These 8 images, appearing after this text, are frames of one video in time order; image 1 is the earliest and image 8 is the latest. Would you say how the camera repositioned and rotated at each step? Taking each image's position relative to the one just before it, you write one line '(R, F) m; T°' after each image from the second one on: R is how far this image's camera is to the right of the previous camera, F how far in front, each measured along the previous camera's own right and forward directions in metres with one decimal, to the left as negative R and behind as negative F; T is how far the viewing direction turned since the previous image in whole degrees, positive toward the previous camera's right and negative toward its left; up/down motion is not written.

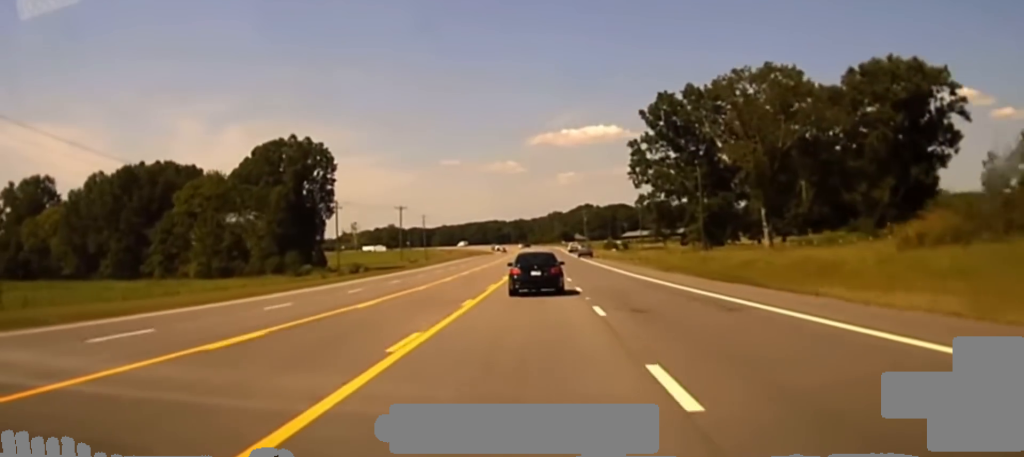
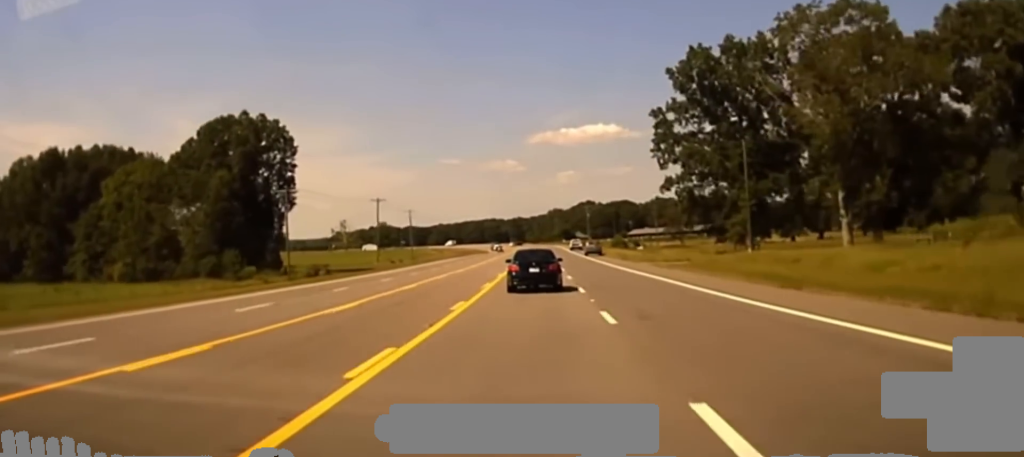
(0.0, +28.6) m; 0°
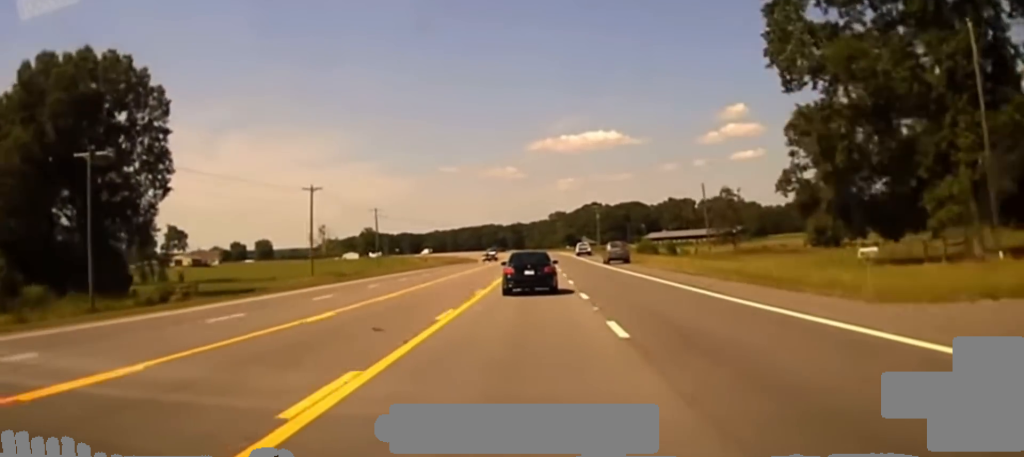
(0.0, +57.6) m; 0°
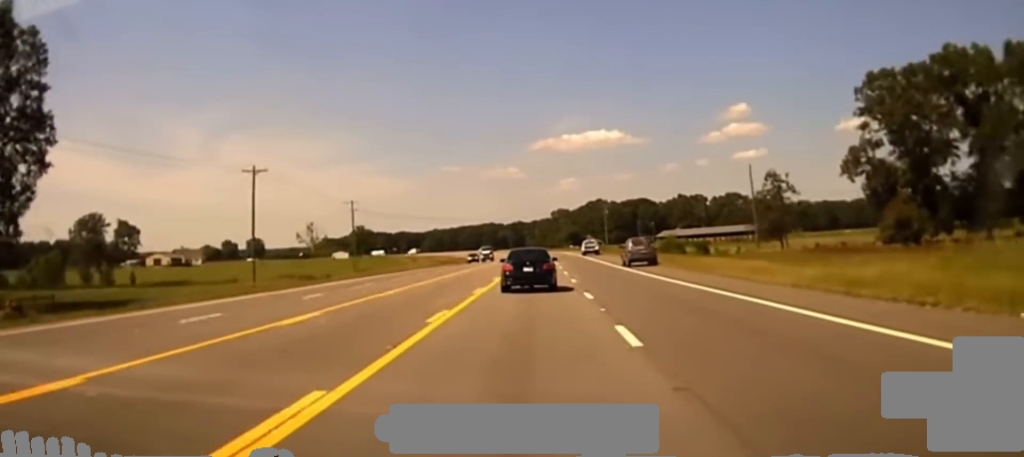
(+0.1, +27.7) m; 0°
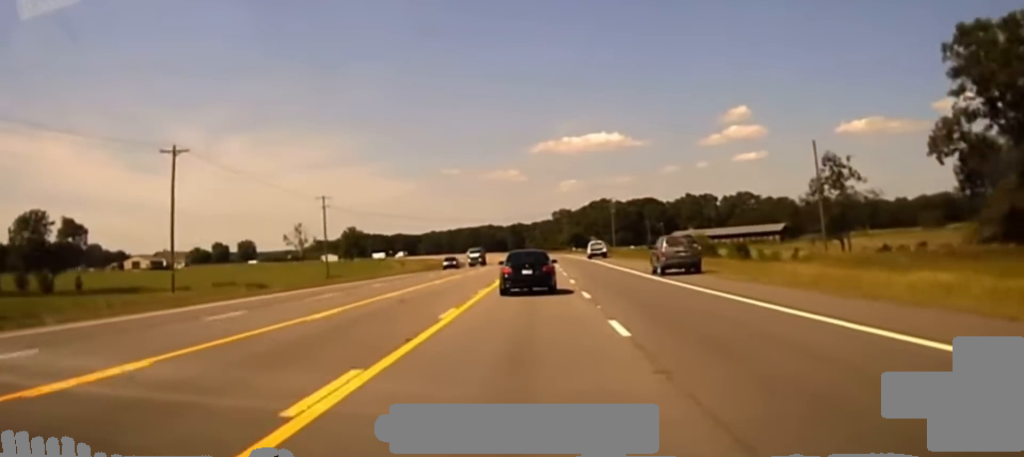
(-0.1, +22.5) m; 0°
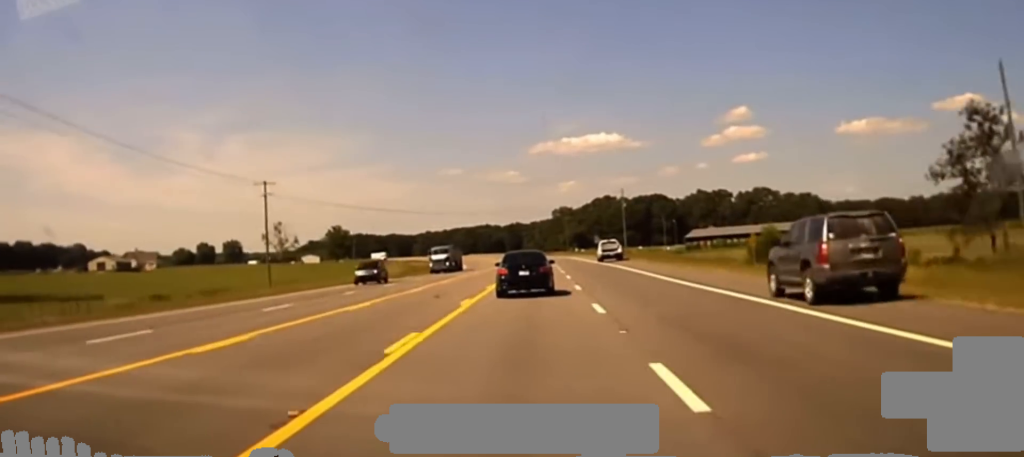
(-0.2, +29.6) m; 0°
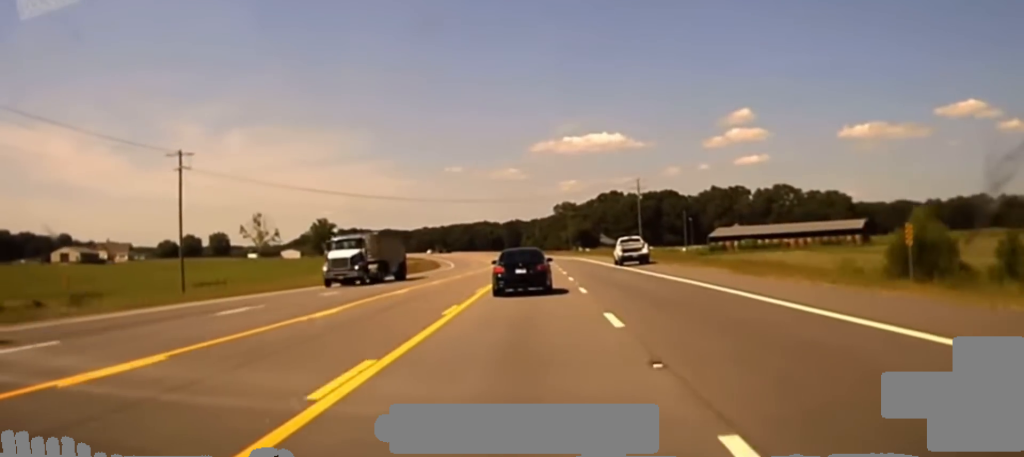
(0.0, +25.2) m; 0°
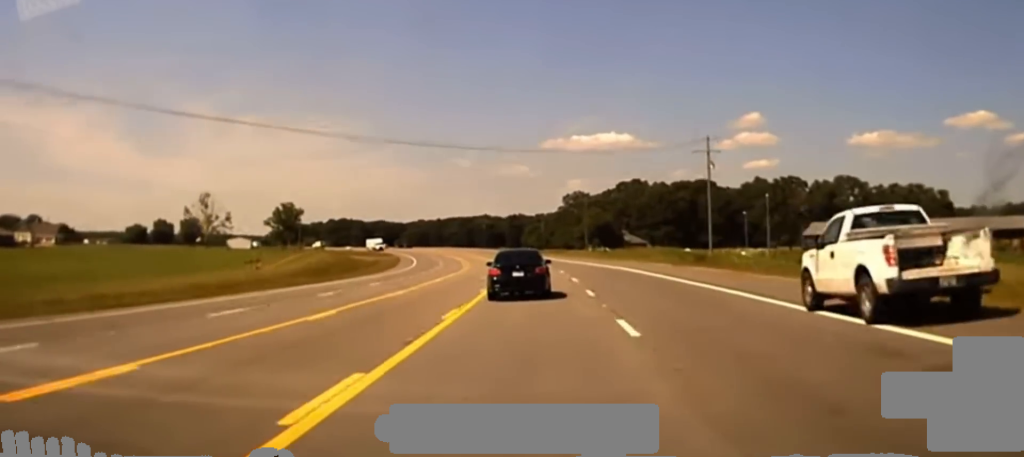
(-0.1, +56.9) m; -1°
